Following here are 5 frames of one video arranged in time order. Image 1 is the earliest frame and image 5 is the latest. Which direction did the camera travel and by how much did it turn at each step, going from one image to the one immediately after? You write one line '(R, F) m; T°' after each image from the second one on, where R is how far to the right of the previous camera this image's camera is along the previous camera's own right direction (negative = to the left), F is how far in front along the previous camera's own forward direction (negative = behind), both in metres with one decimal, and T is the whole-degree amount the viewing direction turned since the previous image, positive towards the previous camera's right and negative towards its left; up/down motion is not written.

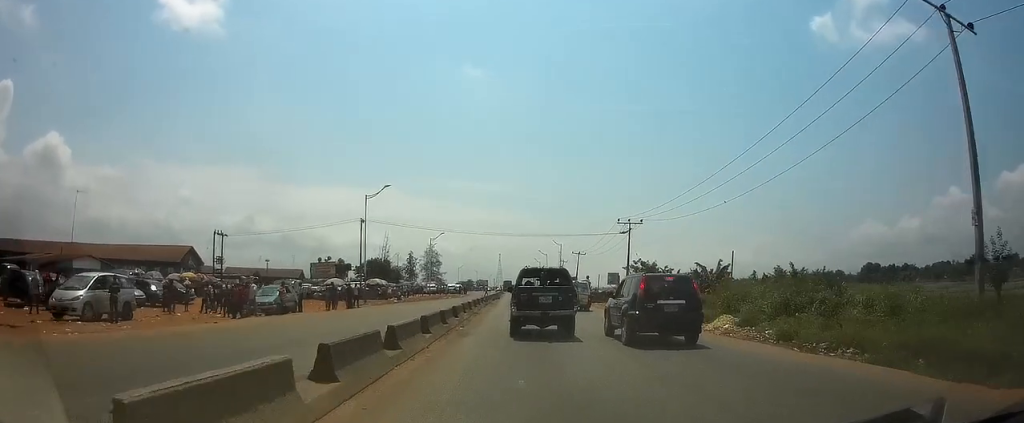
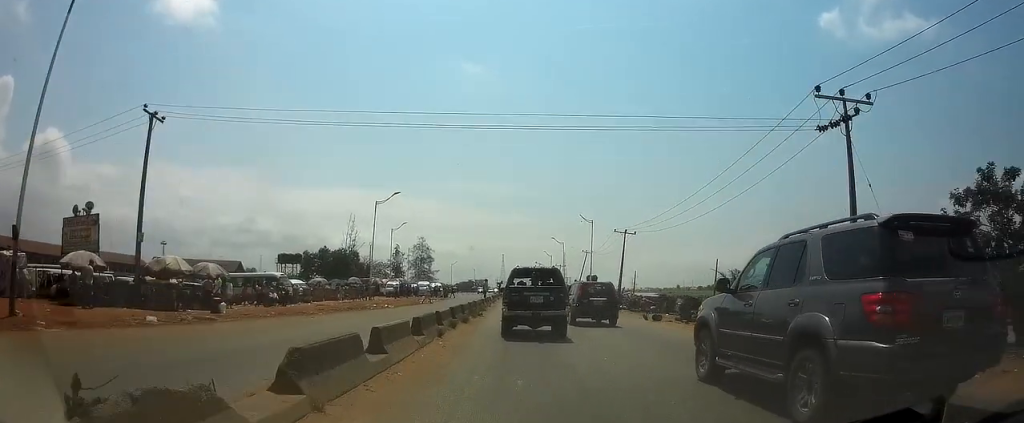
(-0.1, +40.6) m; 0°
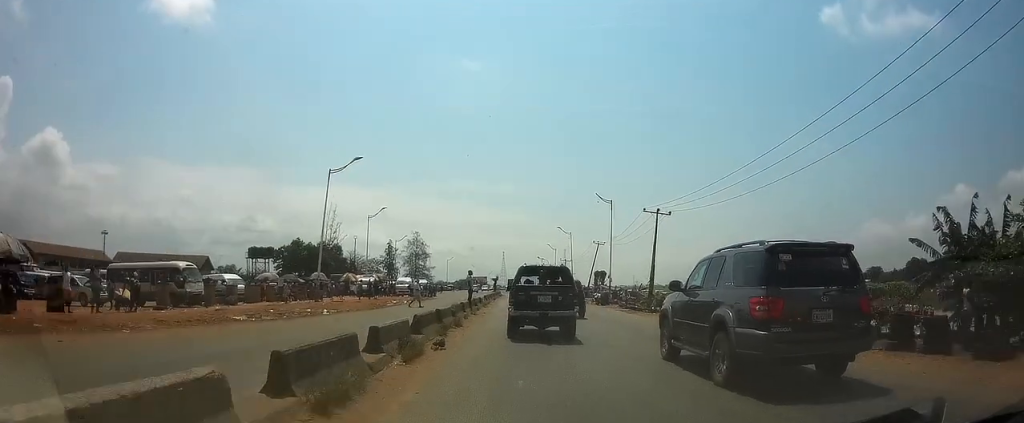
(+0.1, +14.3) m; 0°
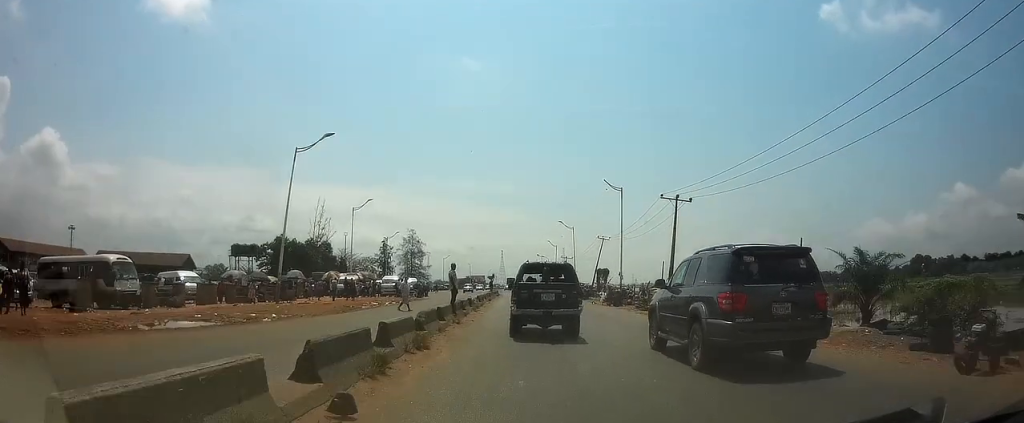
(-0.1, +6.8) m; 0°
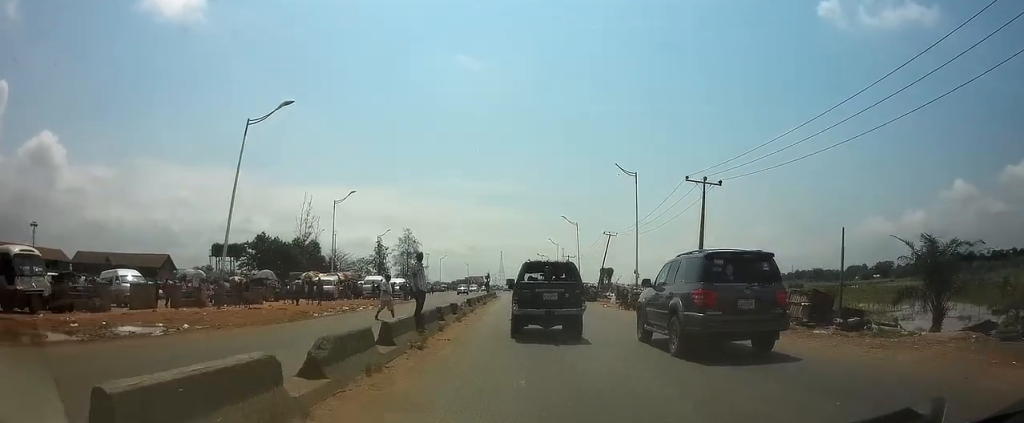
(0.0, +6.7) m; 0°
